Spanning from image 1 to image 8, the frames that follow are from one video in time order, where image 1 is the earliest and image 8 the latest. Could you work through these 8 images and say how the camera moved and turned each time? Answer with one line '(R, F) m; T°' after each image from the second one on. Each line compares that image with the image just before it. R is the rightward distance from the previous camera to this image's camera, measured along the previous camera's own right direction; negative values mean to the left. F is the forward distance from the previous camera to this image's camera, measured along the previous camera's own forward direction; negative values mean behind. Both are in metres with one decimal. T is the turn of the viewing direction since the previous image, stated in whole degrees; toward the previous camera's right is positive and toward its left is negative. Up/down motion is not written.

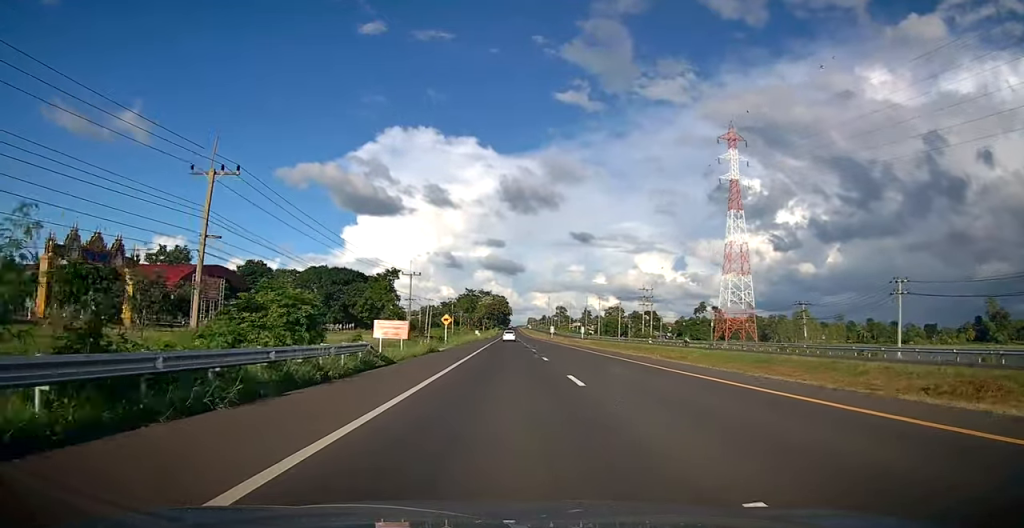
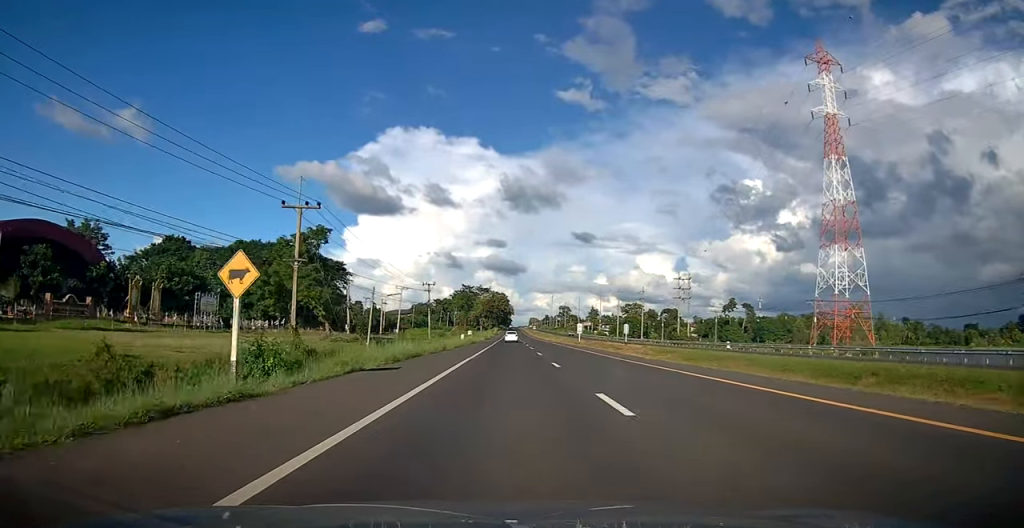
(0.0, +40.8) m; +1°
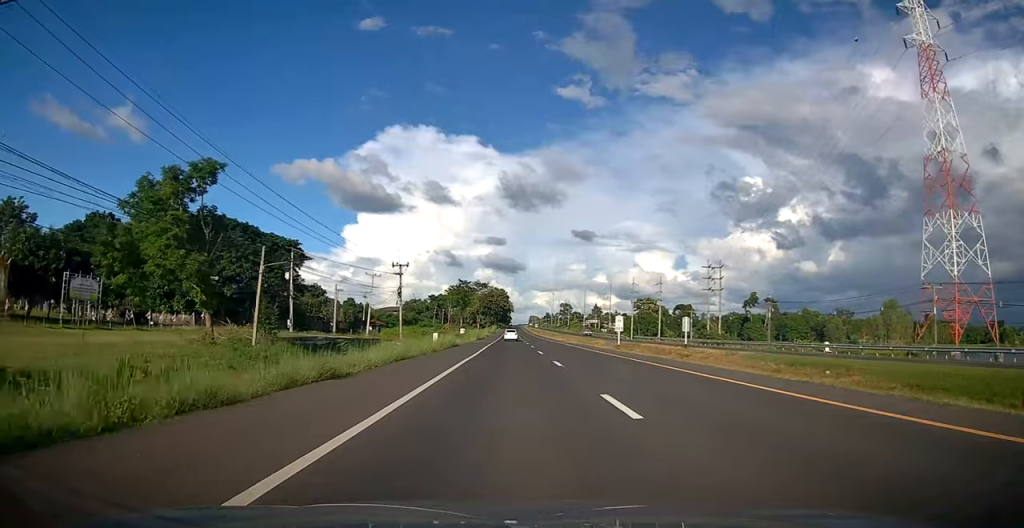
(+0.4, +24.4) m; 0°
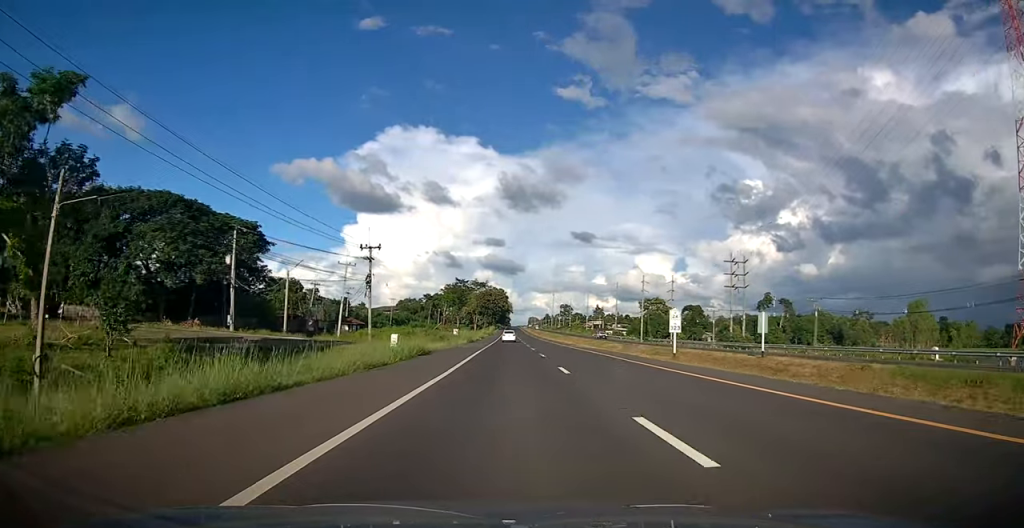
(-0.1, +14.9) m; -1°
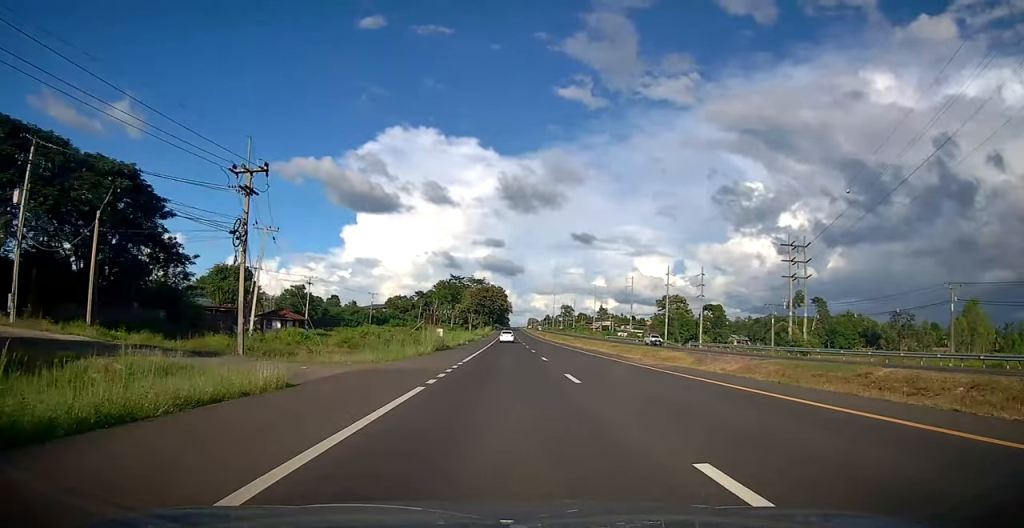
(-0.4, +26.4) m; 0°
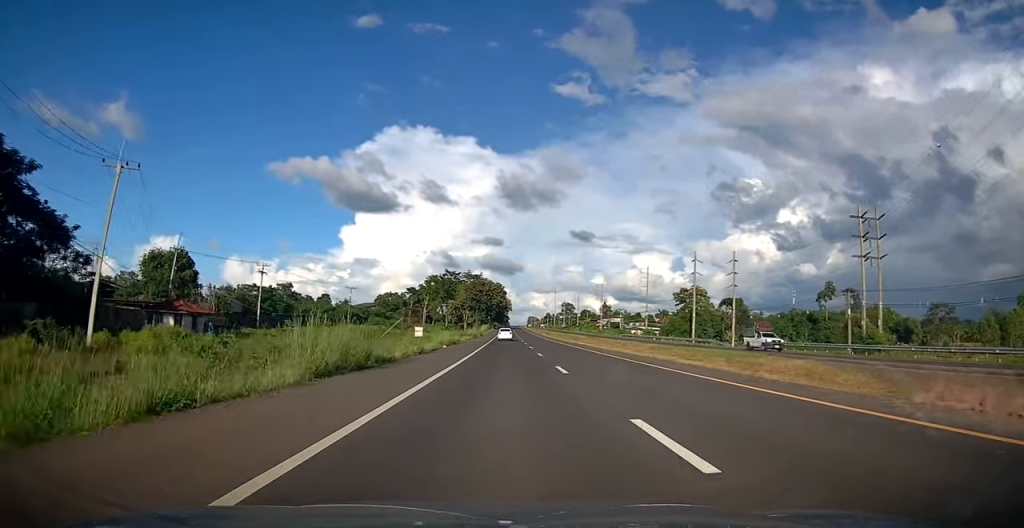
(+0.1, +21.2) m; +1°
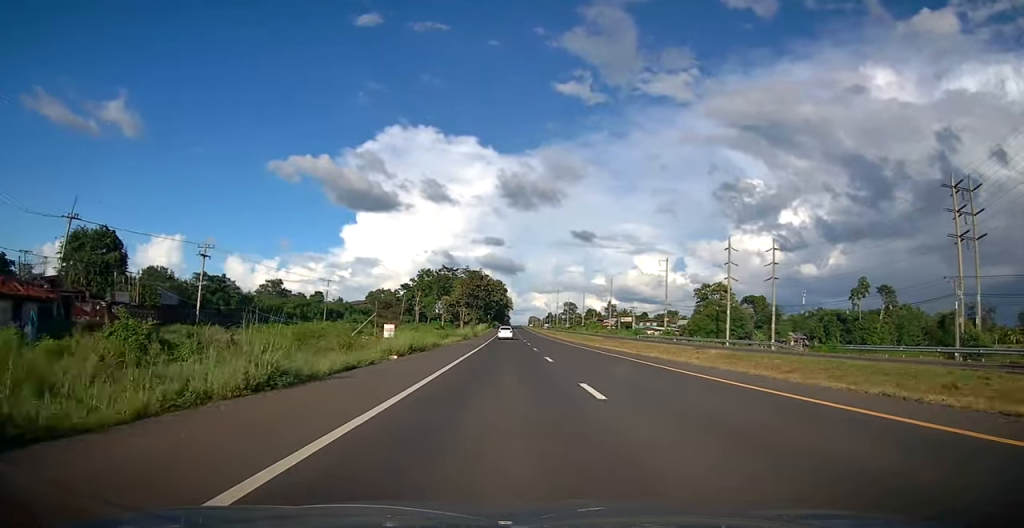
(+0.3, +18.4) m; 0°
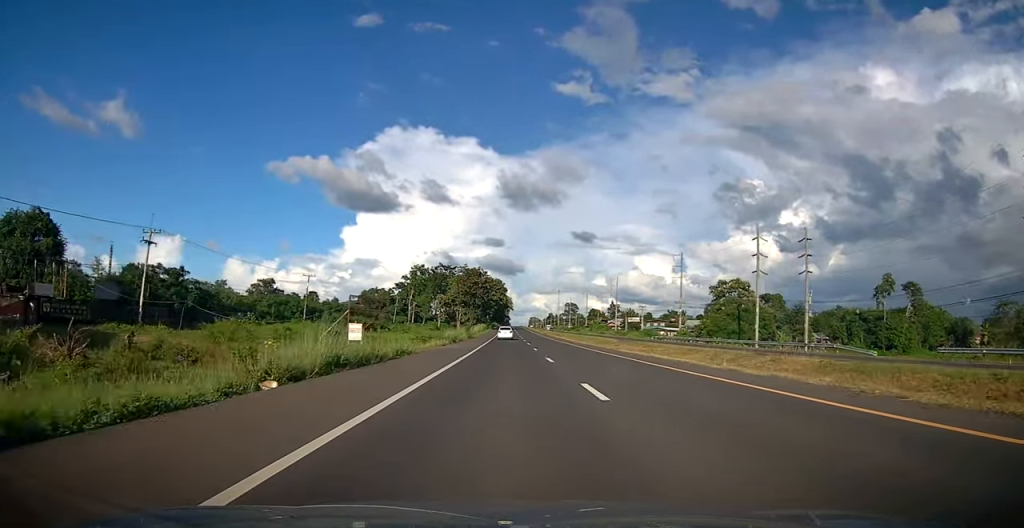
(-0.3, +12.2) m; 0°
